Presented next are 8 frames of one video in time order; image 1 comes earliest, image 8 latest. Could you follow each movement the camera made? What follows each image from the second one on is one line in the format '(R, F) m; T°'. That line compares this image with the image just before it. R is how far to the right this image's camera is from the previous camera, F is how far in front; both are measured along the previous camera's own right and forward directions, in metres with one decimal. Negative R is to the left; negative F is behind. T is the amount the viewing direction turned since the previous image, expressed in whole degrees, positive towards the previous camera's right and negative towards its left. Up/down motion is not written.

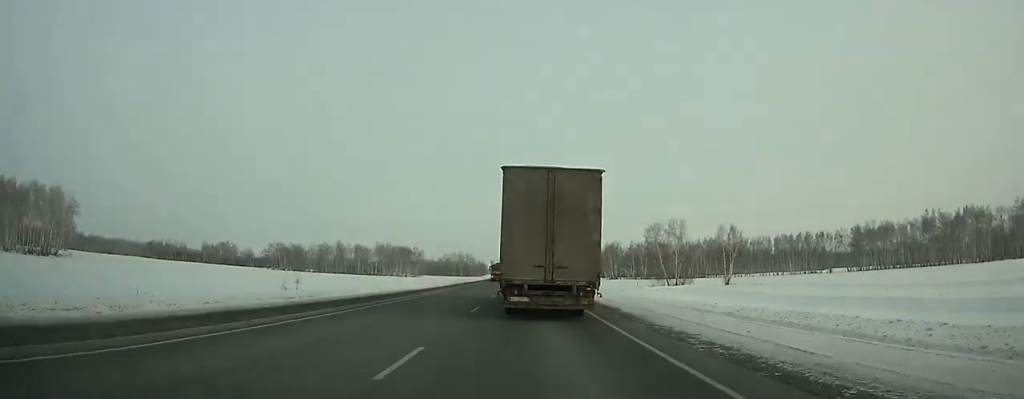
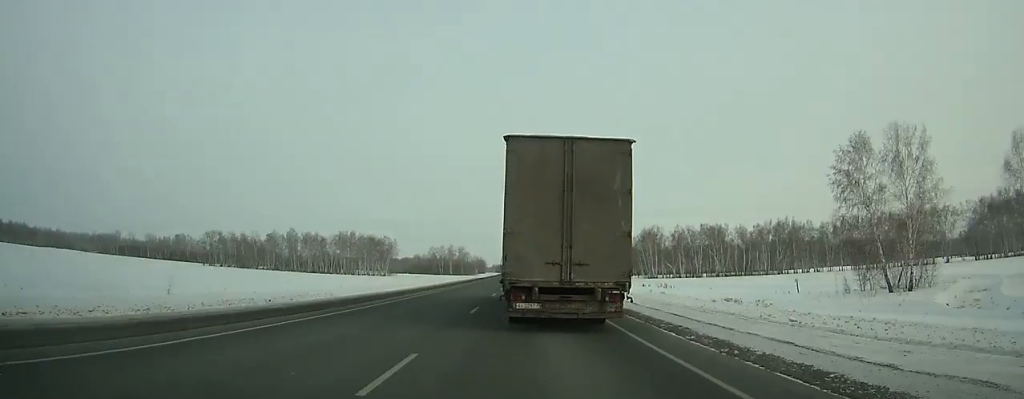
(-0.4, +83.6) m; 0°
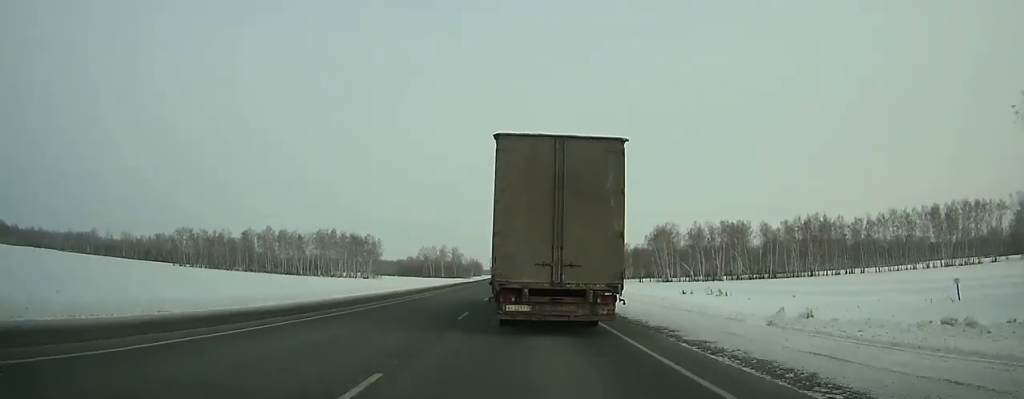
(0.0, +25.7) m; 0°
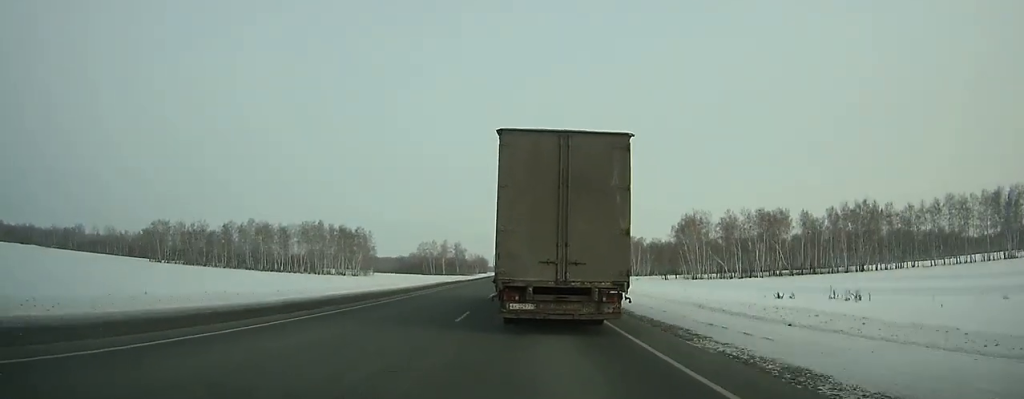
(0.0, +25.8) m; 0°
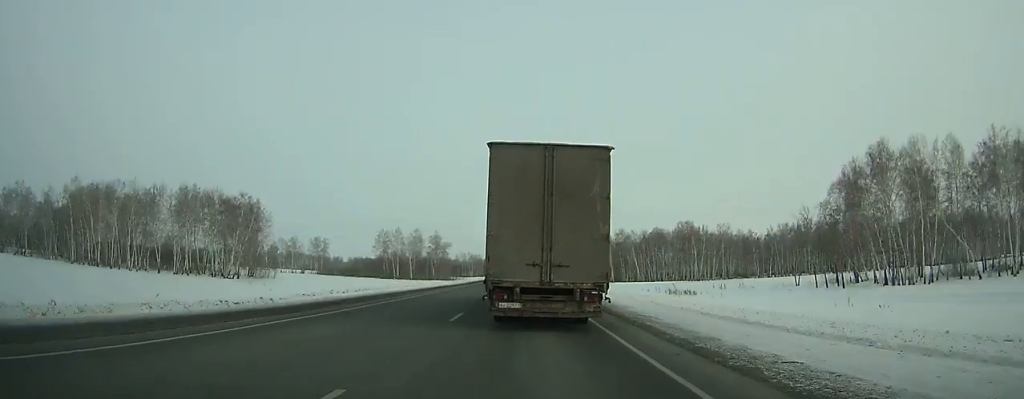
(-0.8, +98.9) m; -1°
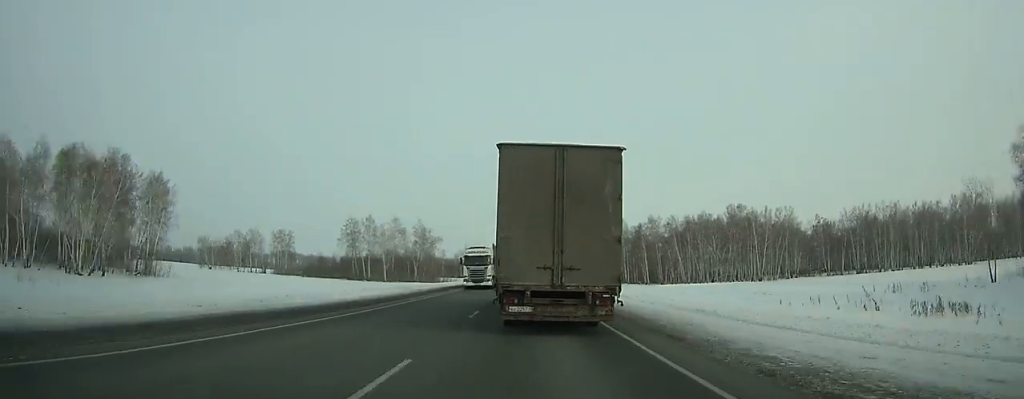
(-0.3, +49.6) m; -1°
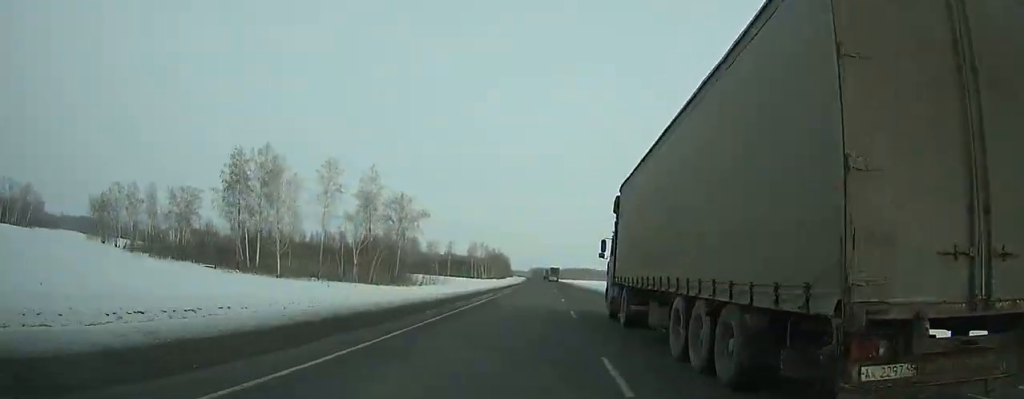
(-1.7, +87.6) m; -1°
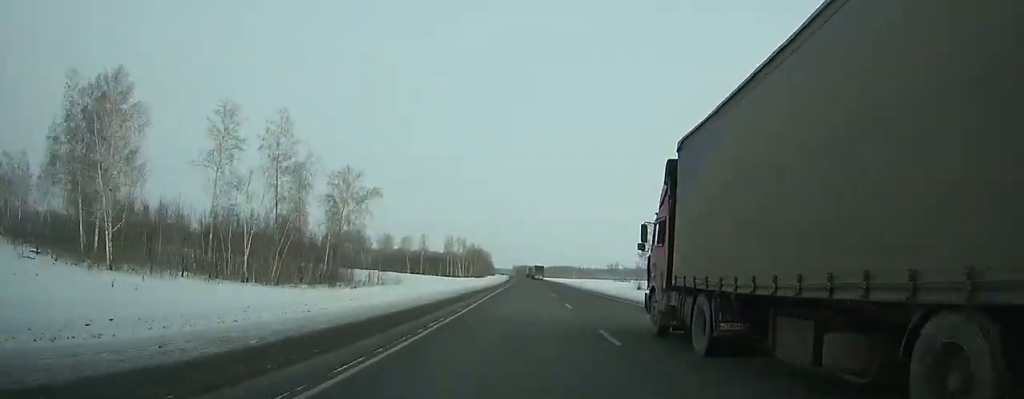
(+0.3, +32.5) m; +1°
